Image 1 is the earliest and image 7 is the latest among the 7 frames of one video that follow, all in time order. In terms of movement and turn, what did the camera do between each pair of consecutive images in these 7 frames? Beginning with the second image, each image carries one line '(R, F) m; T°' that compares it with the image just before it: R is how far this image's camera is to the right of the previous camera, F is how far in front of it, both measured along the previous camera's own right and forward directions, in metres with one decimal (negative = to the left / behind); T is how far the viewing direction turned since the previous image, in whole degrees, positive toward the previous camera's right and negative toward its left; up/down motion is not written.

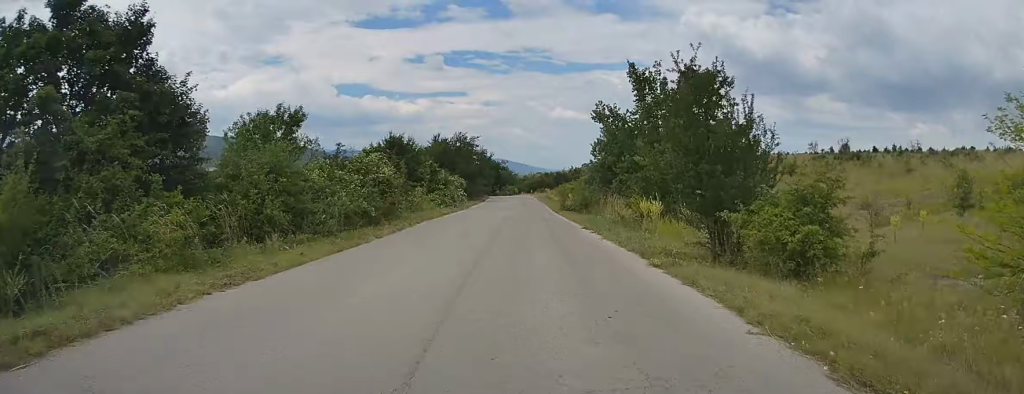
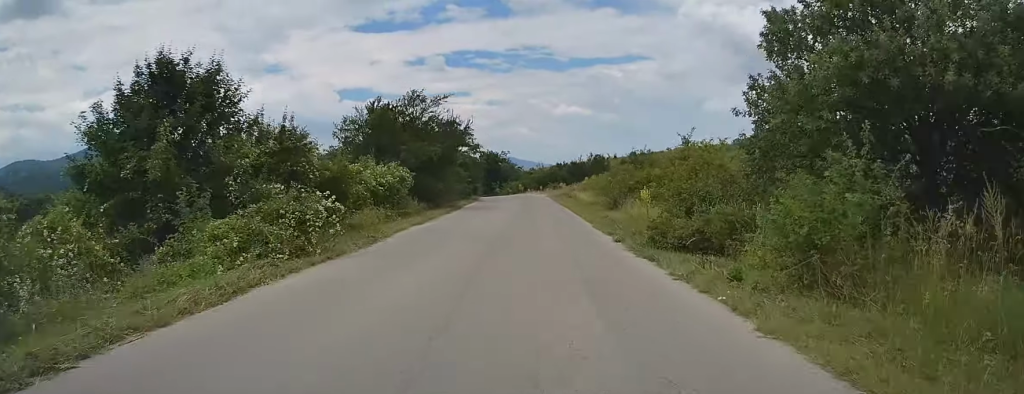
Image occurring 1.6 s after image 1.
(+0.3, +30.8) m; +1°
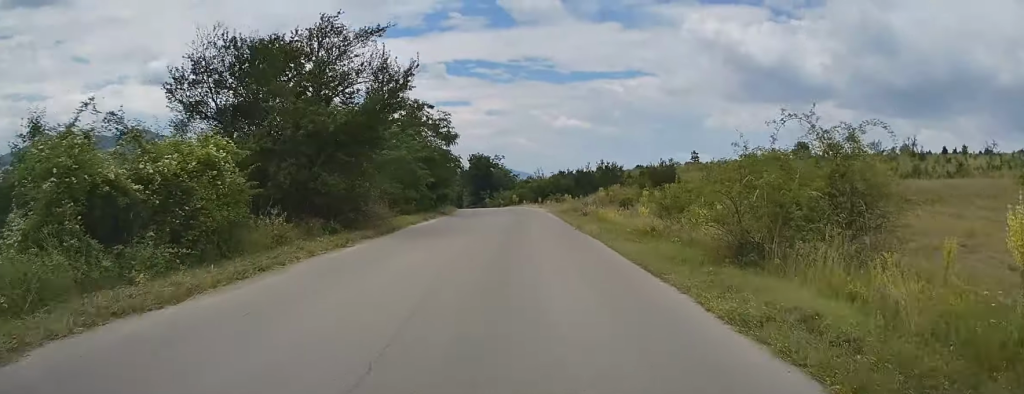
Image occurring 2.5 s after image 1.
(+0.3, +18.1) m; 0°
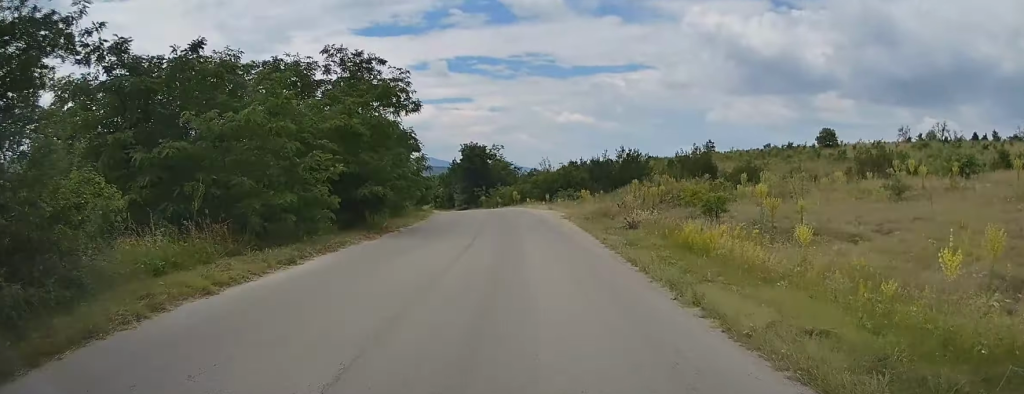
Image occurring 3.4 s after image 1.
(-0.2, +16.5) m; -1°
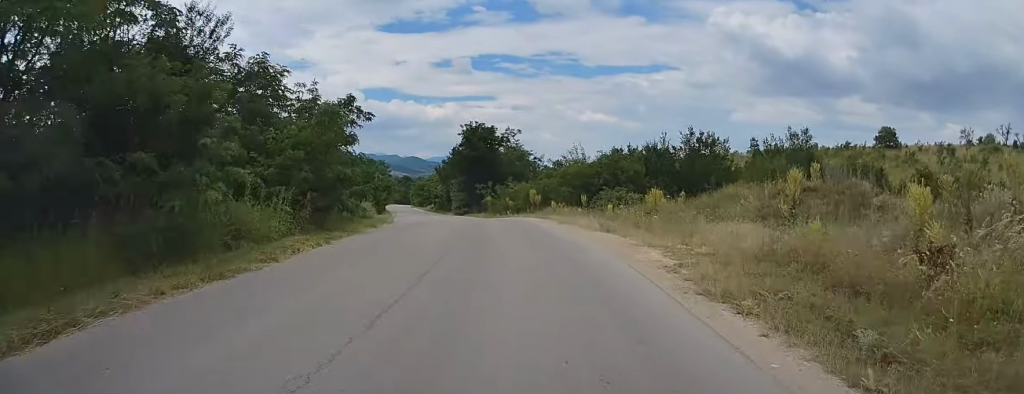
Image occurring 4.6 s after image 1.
(-0.5, +22.2) m; -3°
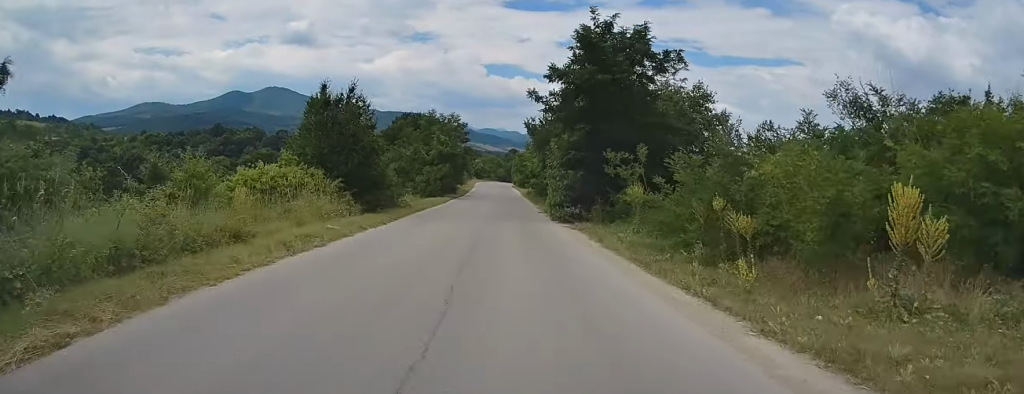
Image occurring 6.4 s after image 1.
(-2.2, +32.1) m; -9°
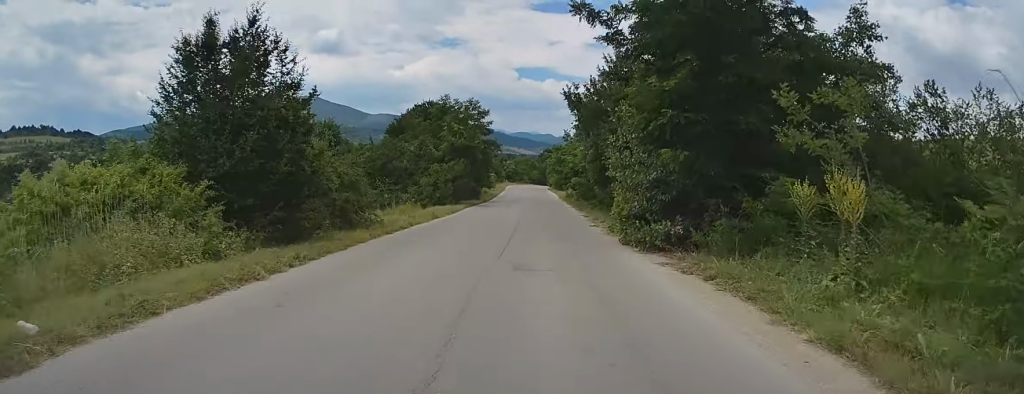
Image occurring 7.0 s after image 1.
(-0.6, +11.7) m; -1°
